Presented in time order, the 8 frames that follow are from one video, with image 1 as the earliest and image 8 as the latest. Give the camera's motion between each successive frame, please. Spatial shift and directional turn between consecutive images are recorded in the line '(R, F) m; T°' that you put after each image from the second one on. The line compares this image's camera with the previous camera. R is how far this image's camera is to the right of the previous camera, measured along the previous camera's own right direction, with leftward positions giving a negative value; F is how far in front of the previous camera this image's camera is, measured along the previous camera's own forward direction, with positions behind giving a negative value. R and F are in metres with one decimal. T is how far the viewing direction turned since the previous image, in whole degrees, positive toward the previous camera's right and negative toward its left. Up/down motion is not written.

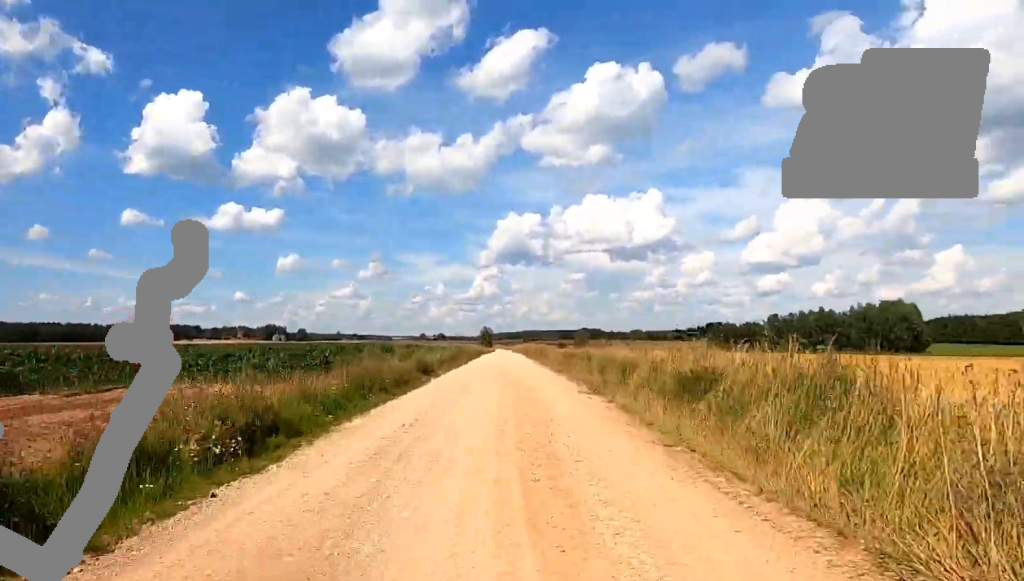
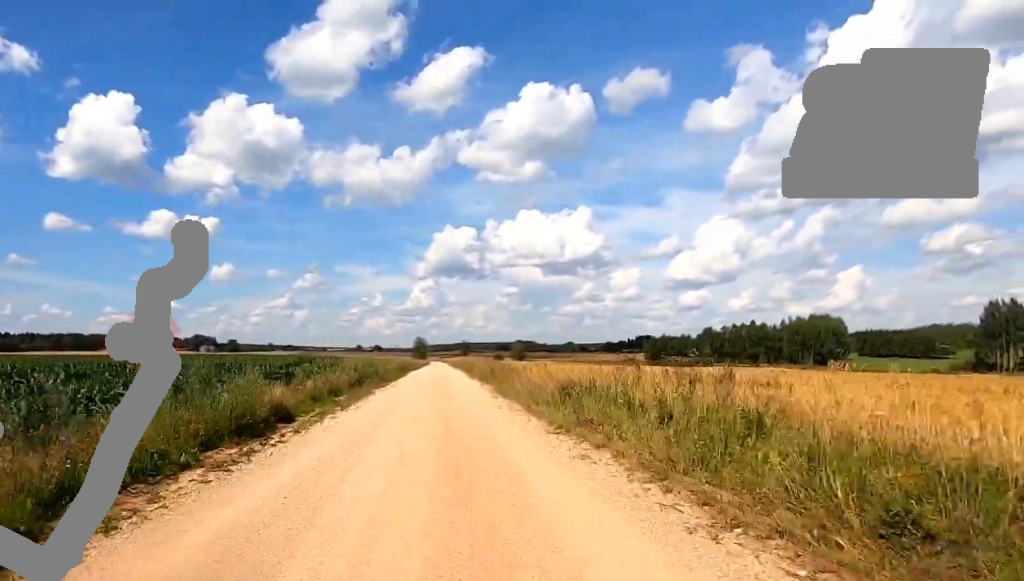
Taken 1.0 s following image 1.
(0.0, +17.4) m; 0°
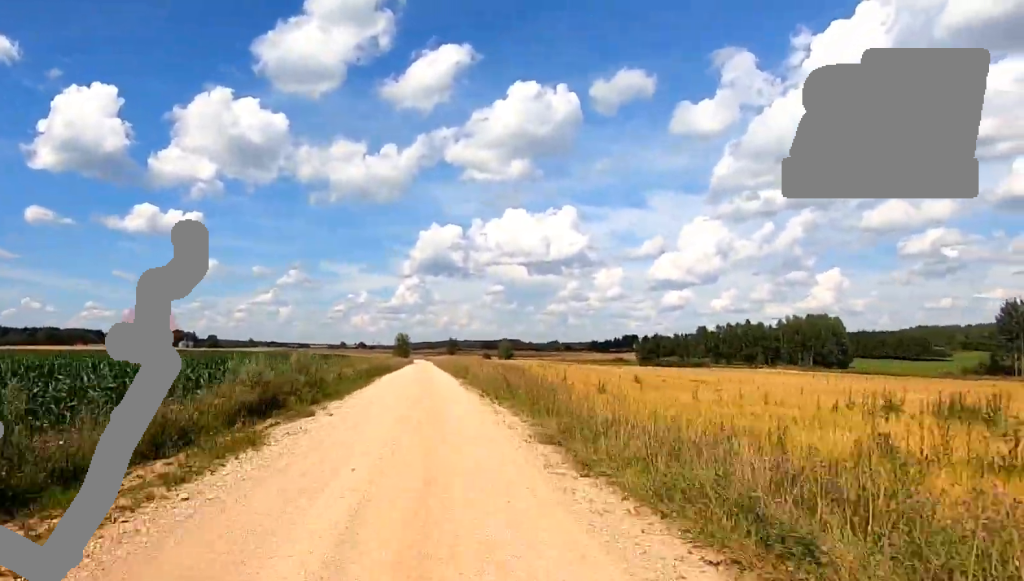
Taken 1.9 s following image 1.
(0.0, +14.7) m; 0°
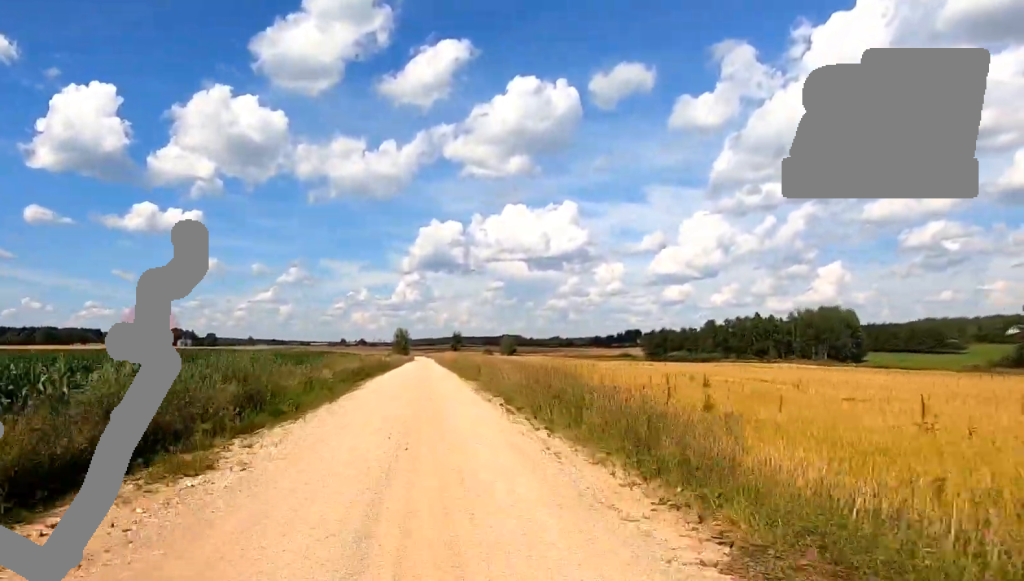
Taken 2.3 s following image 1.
(0.0, +7.8) m; 0°
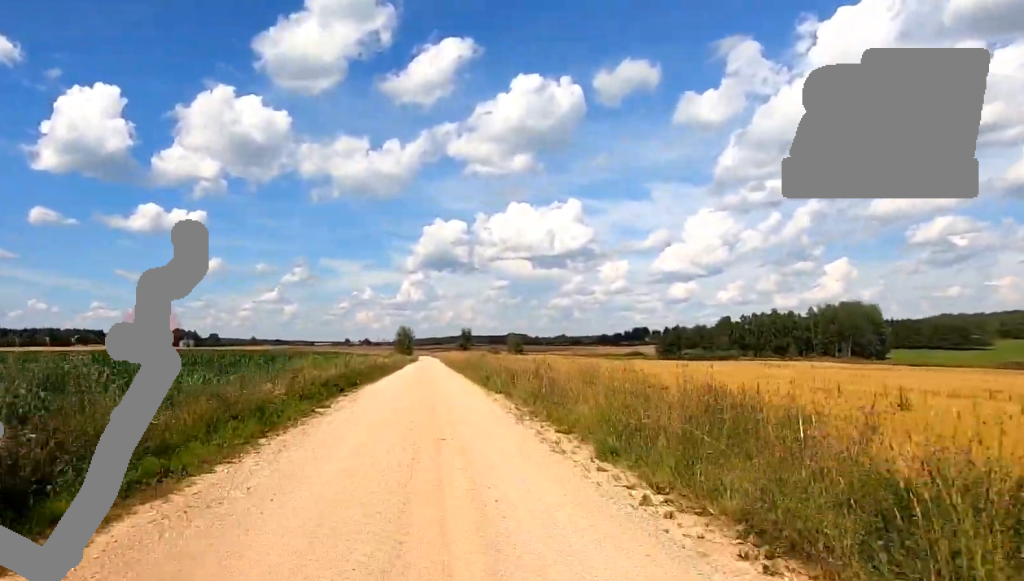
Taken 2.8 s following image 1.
(0.0, +9.9) m; 0°
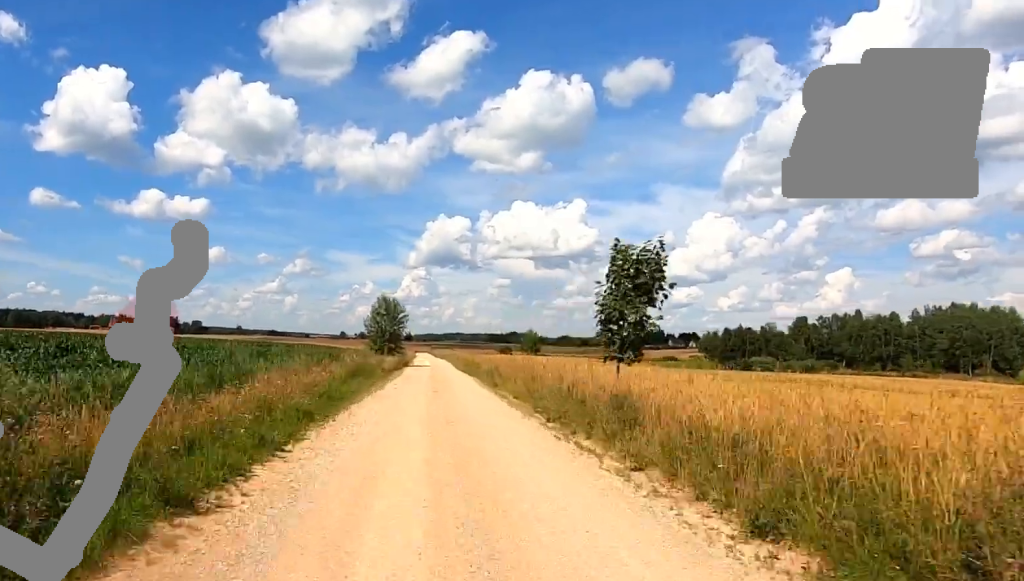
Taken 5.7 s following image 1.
(-0.4, +57.1) m; -1°
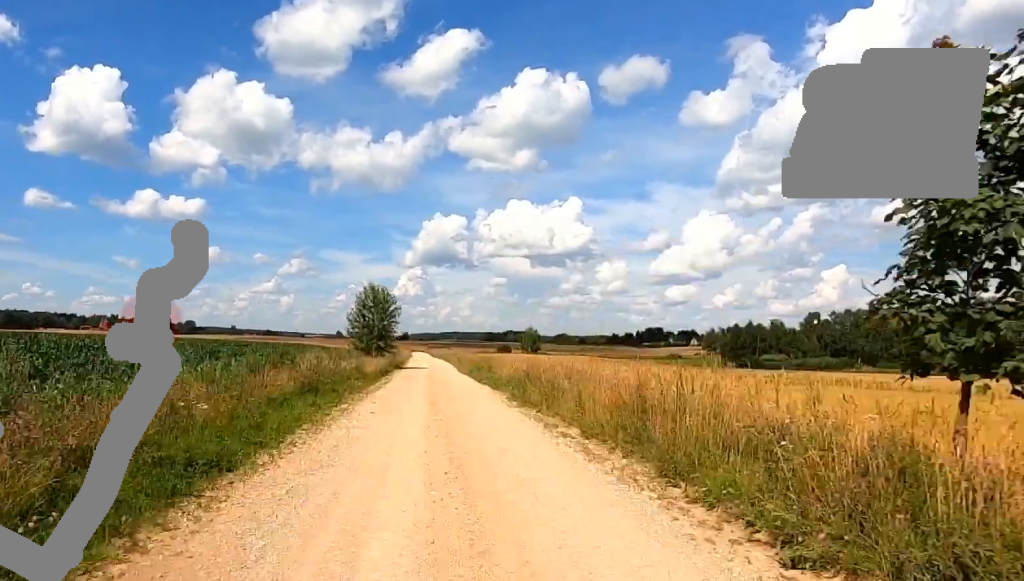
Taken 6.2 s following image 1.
(0.0, +9.7) m; 0°
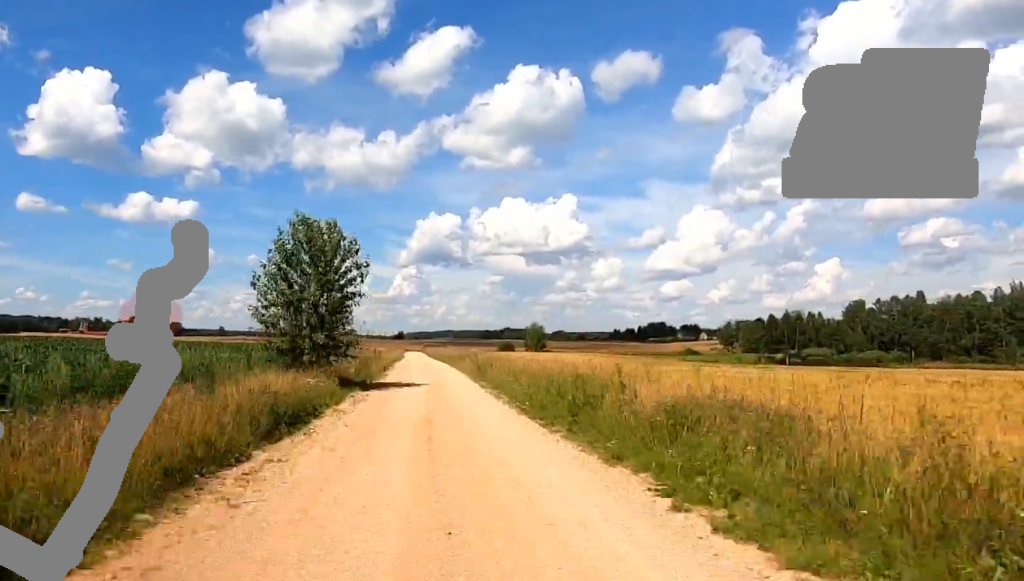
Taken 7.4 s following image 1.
(0.0, +24.7) m; 0°
